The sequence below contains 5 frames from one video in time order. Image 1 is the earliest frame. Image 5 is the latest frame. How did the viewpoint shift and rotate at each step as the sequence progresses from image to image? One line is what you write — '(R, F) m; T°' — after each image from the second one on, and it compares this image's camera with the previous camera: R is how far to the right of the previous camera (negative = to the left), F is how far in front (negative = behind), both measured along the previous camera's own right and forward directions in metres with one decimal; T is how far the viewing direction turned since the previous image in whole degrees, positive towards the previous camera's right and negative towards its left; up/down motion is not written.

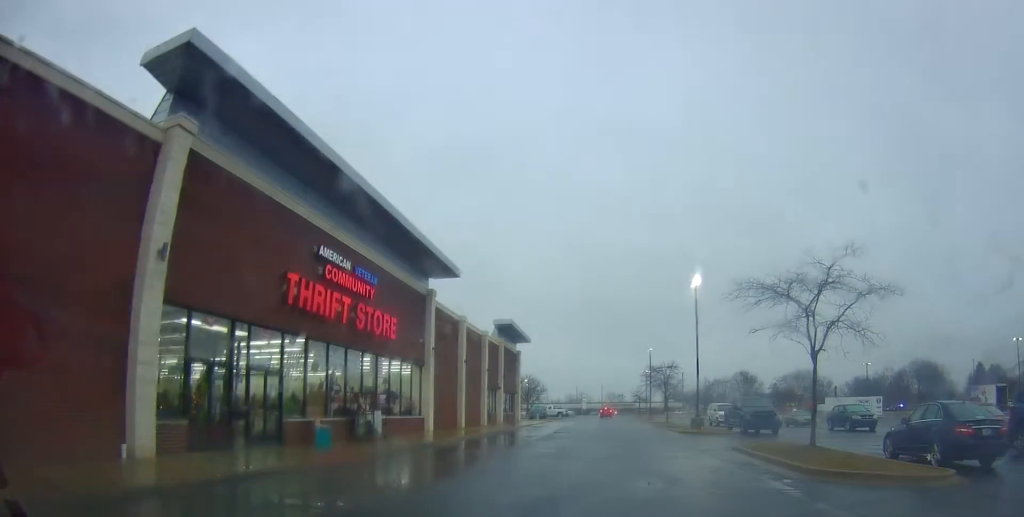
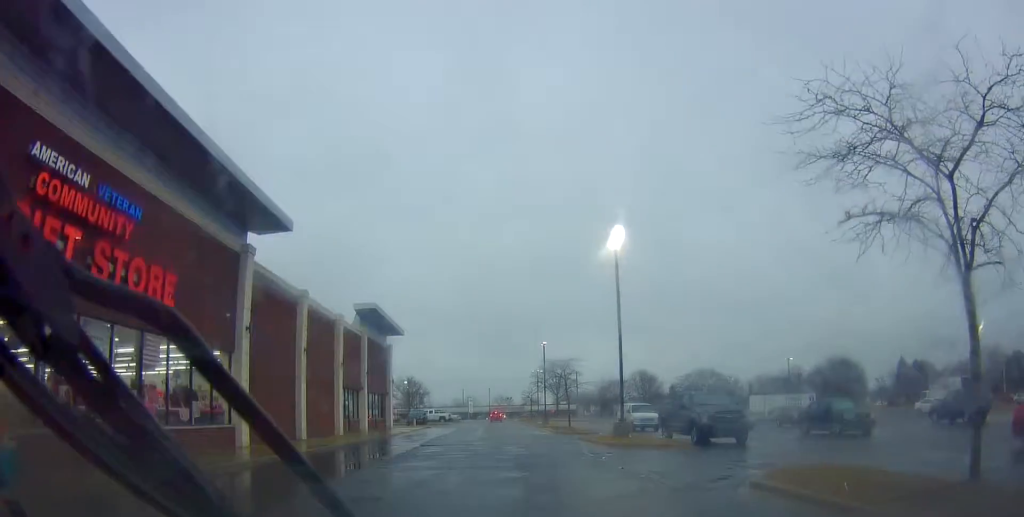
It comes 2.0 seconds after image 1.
(+2.7, +8.8) m; +21°
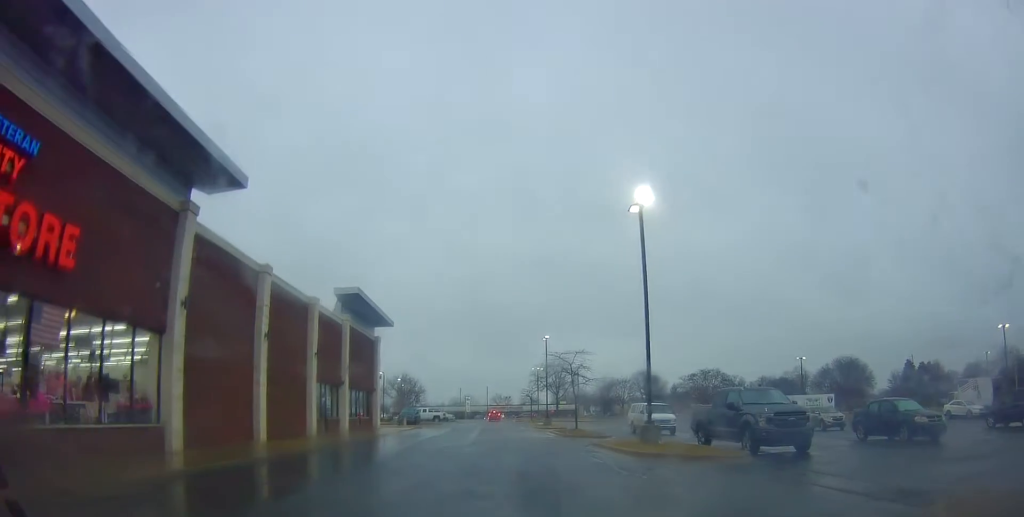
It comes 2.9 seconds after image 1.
(-0.3, +4.7) m; -4°
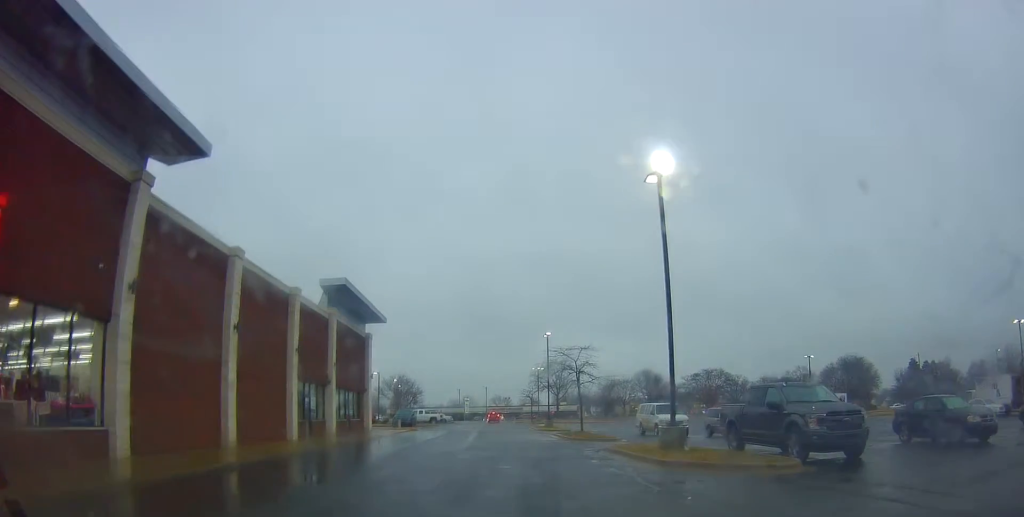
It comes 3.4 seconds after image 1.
(0.0, +2.9) m; 0°
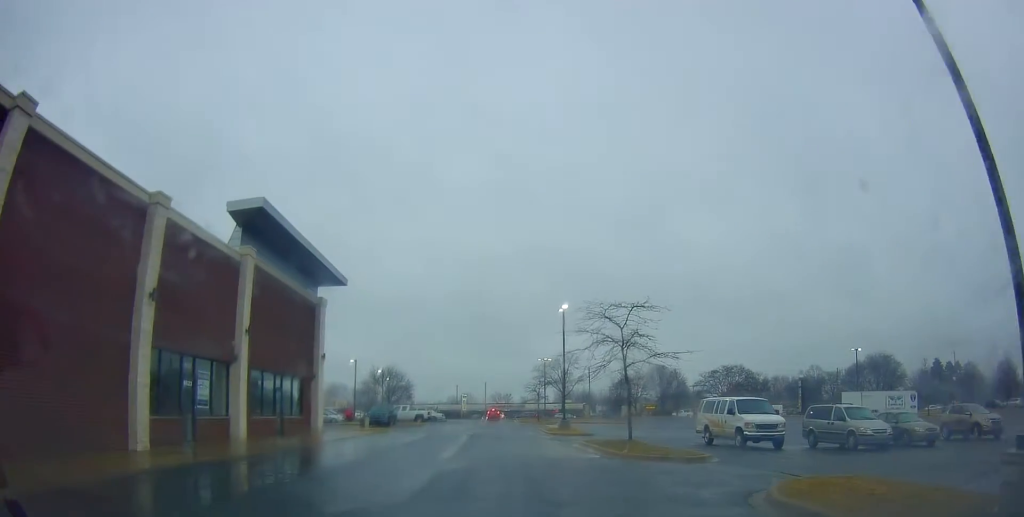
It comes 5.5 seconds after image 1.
(0.0, +12.6) m; 0°
